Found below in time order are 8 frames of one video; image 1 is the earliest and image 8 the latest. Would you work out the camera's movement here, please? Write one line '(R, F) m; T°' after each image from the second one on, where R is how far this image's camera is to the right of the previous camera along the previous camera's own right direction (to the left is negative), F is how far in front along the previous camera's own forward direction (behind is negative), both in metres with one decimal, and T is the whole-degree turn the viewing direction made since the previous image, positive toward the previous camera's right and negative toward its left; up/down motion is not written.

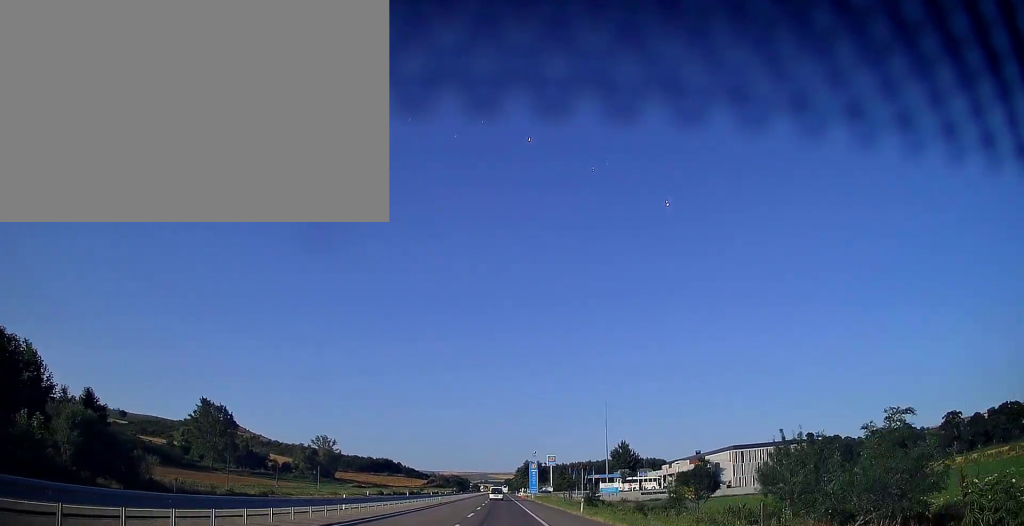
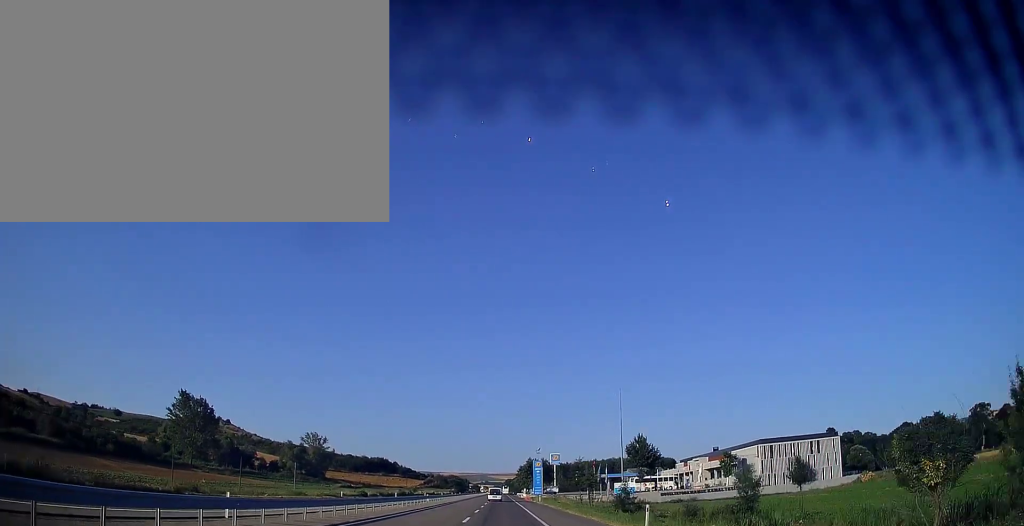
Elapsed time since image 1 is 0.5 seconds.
(-0.1, +15.8) m; 0°
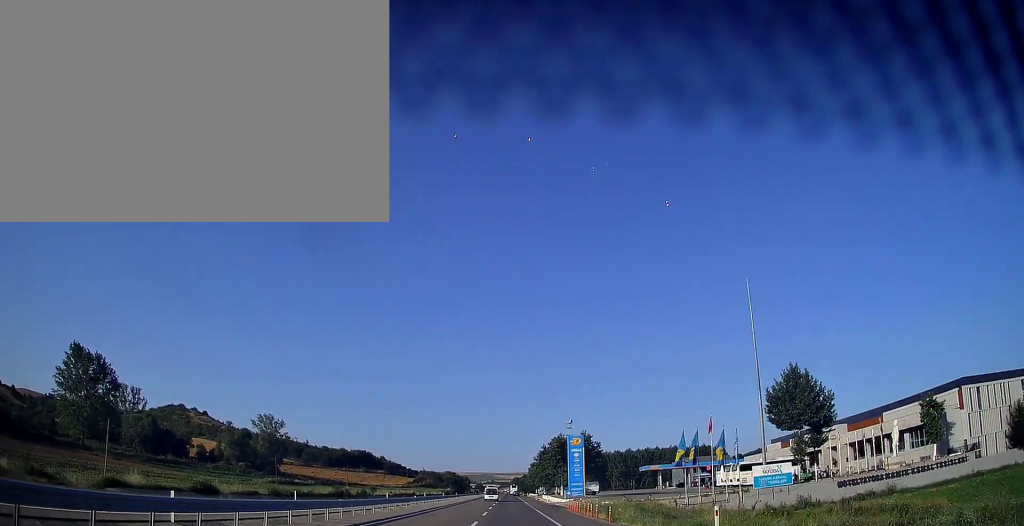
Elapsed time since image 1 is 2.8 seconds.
(-0.6, +66.0) m; -1°
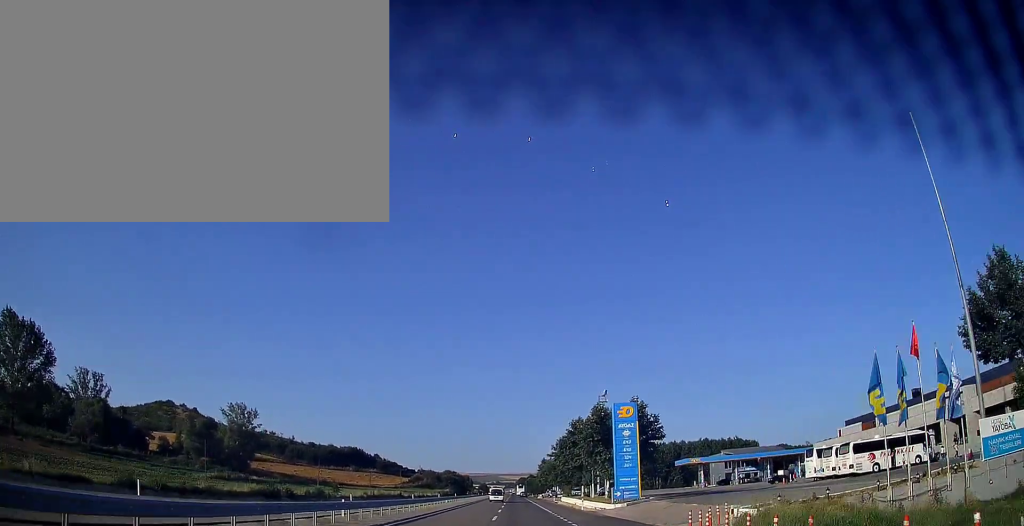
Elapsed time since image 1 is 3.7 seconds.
(0.0, +28.4) m; 0°
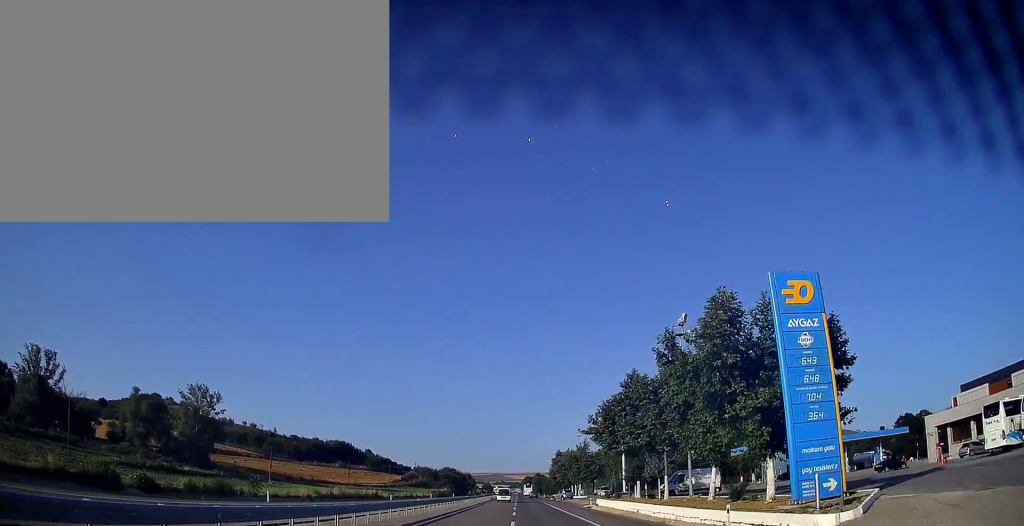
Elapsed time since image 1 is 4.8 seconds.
(+0.1, +31.3) m; 0°
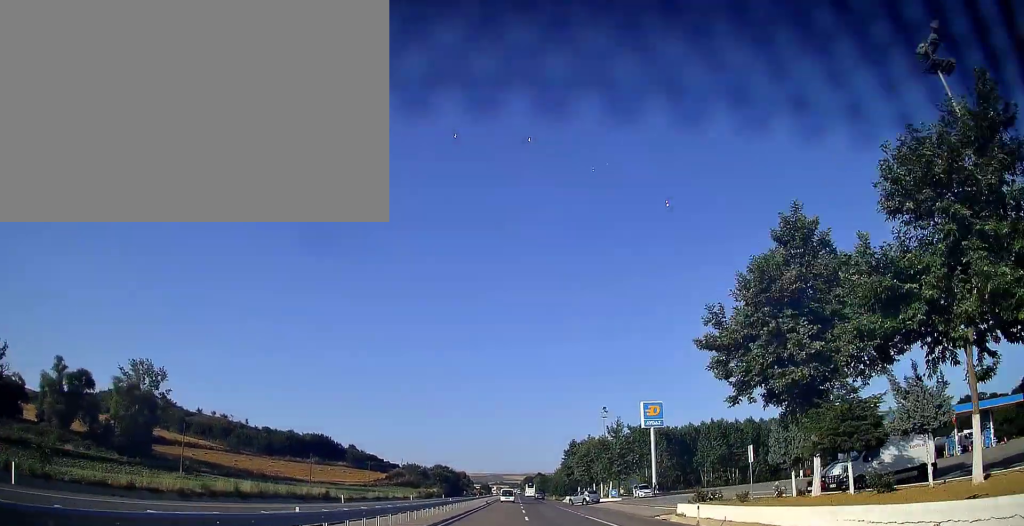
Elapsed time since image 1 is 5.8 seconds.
(-0.3, +29.4) m; 0°
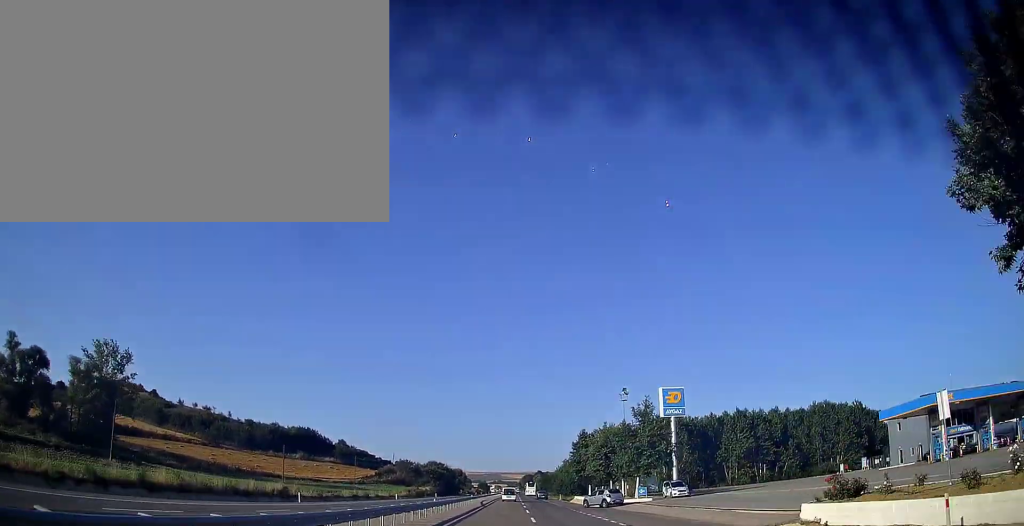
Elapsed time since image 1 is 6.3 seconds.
(+0.1, +14.7) m; 0°
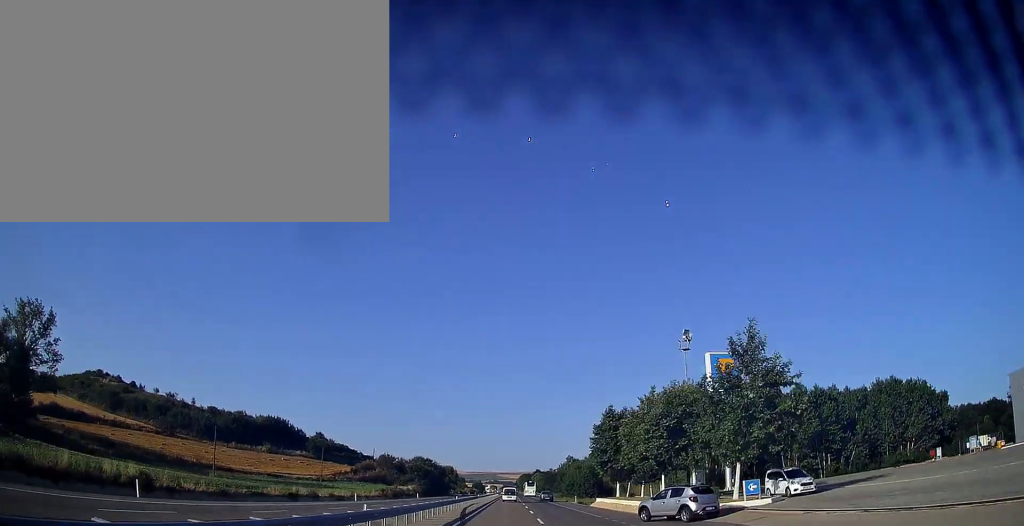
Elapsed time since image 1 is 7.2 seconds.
(+0.1, +25.5) m; 0°
